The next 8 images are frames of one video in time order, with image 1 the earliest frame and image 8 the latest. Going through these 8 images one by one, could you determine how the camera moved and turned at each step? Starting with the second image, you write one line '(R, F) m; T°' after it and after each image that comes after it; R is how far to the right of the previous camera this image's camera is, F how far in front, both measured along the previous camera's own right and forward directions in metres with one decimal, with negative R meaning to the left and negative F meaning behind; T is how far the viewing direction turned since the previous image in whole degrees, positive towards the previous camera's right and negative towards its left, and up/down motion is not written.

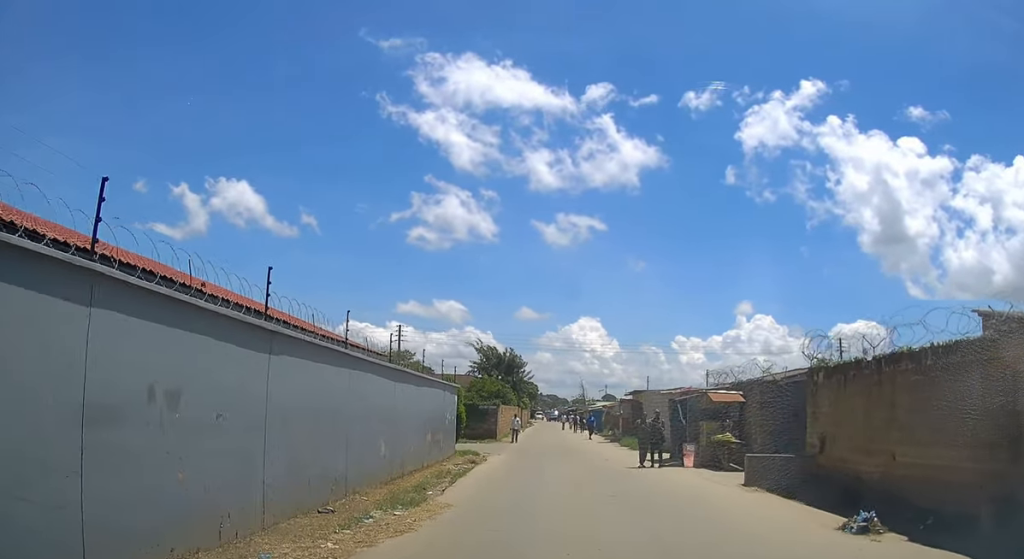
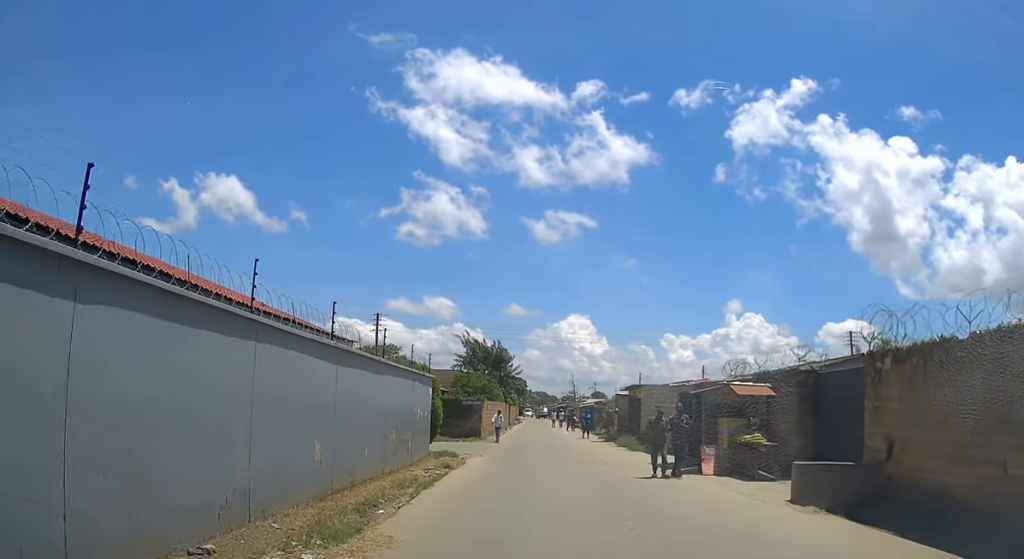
(-0.2, +3.5) m; +1°
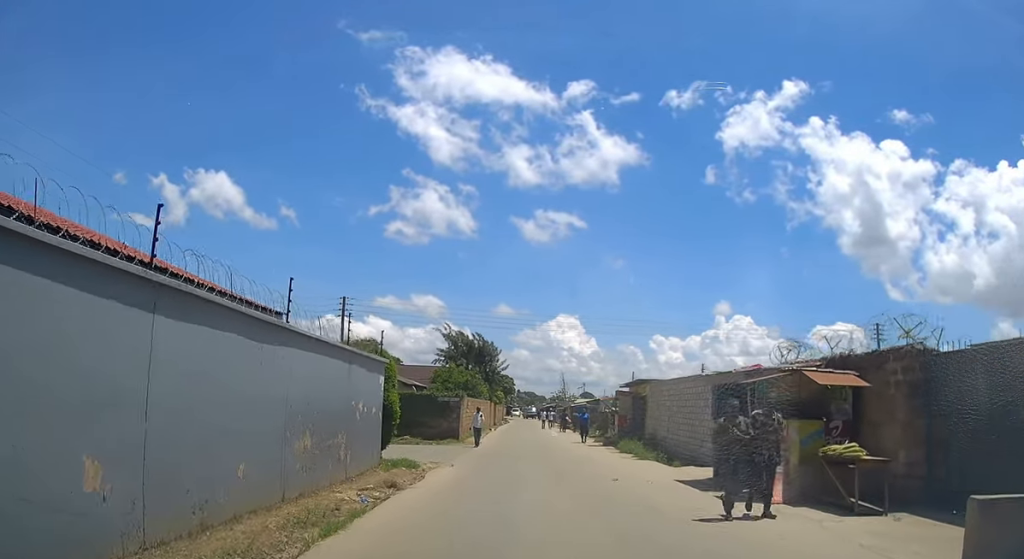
(+0.2, +5.5) m; +2°
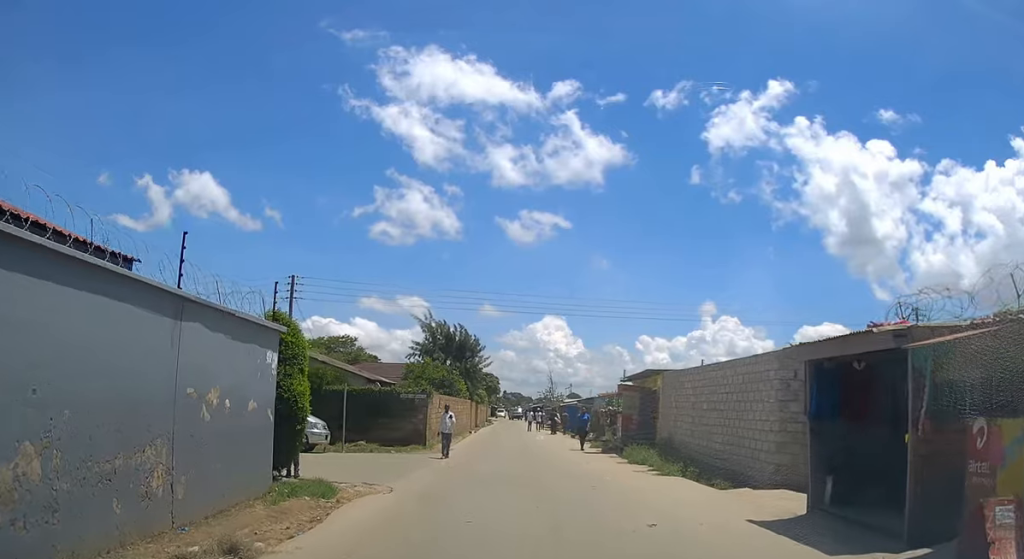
(+0.1, +6.3) m; 0°
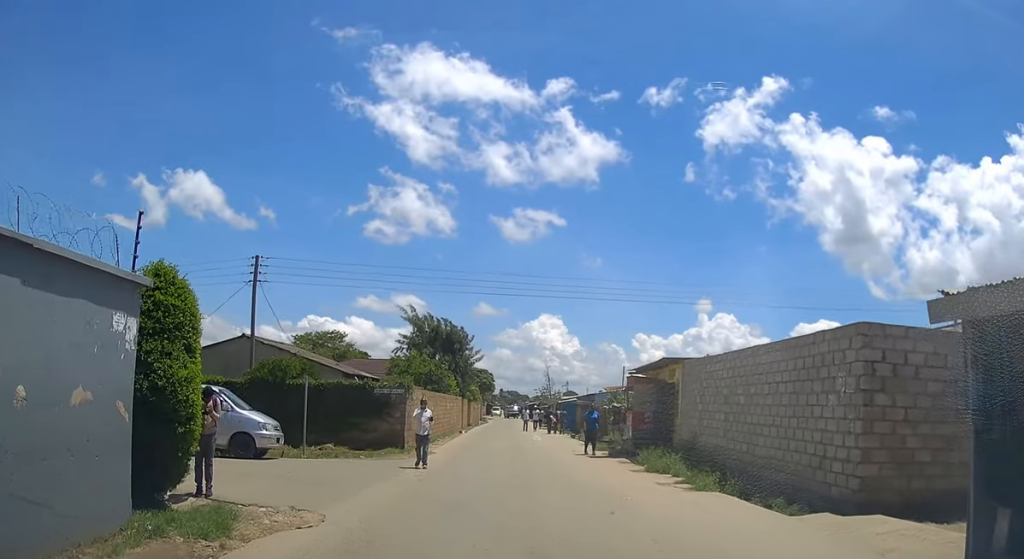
(0.0, +4.0) m; -1°
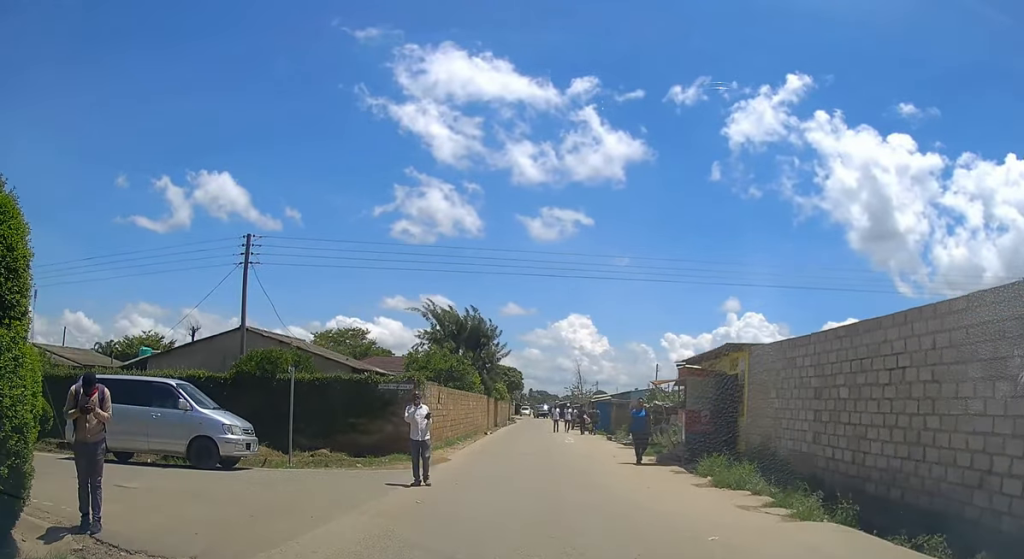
(0.0, +4.2) m; -2°
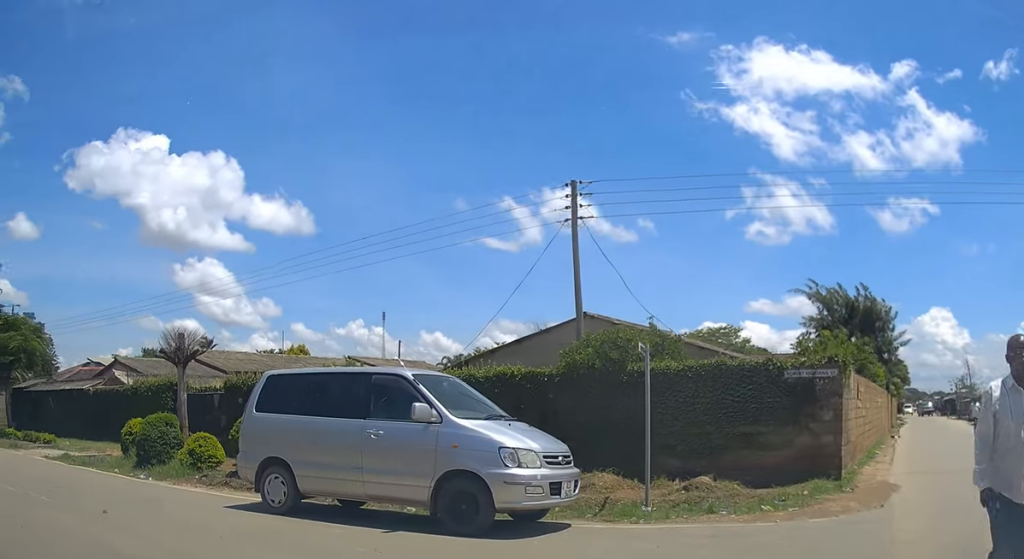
(-1.4, +7.9) m; -33°
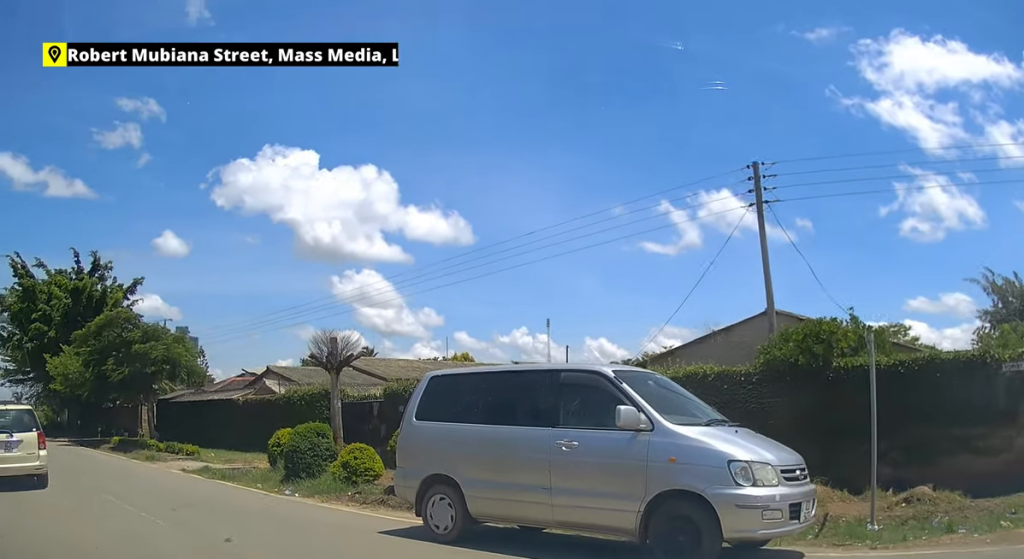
(-0.1, +1.6) m; -13°
